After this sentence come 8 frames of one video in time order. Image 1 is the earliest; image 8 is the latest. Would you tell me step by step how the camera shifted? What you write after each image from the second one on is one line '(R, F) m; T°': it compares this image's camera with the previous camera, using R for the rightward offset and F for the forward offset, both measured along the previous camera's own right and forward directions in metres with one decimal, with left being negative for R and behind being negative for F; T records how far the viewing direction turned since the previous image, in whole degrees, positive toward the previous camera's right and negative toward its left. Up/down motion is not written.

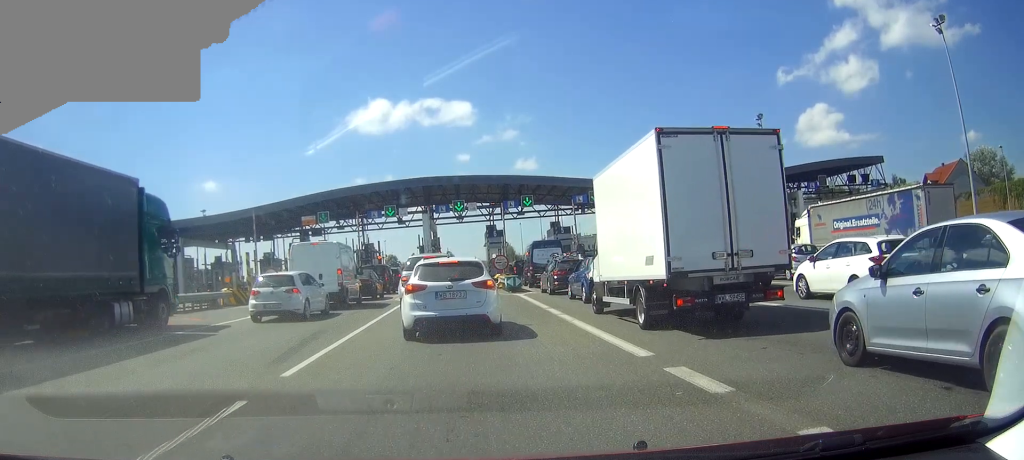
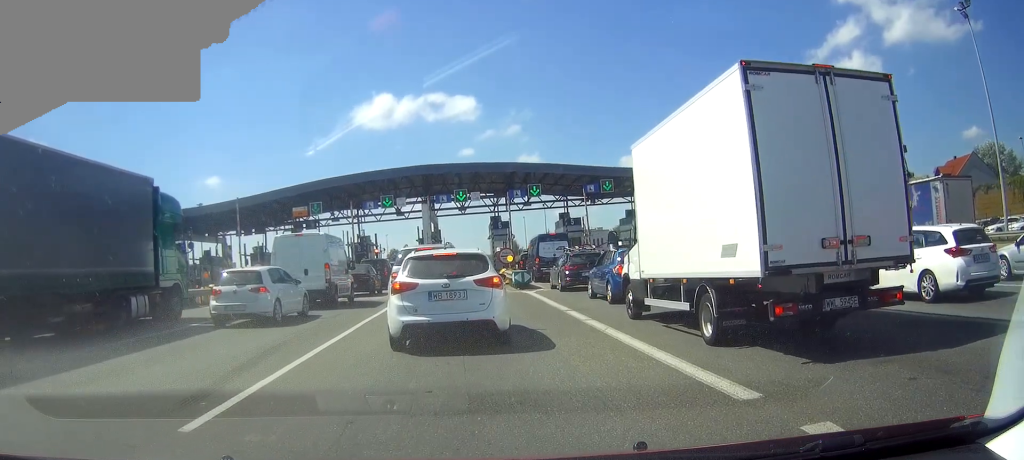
(-0.1, +3.3) m; -2°
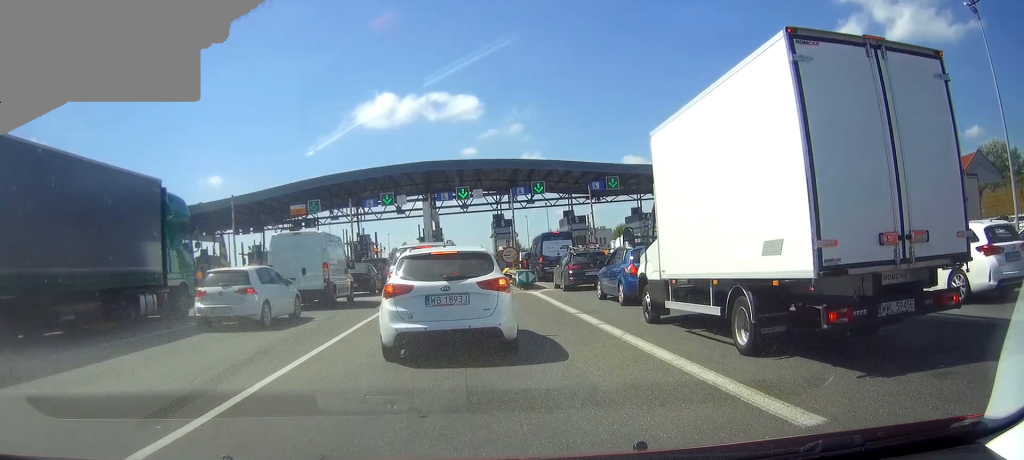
(0.0, +1.0) m; 0°
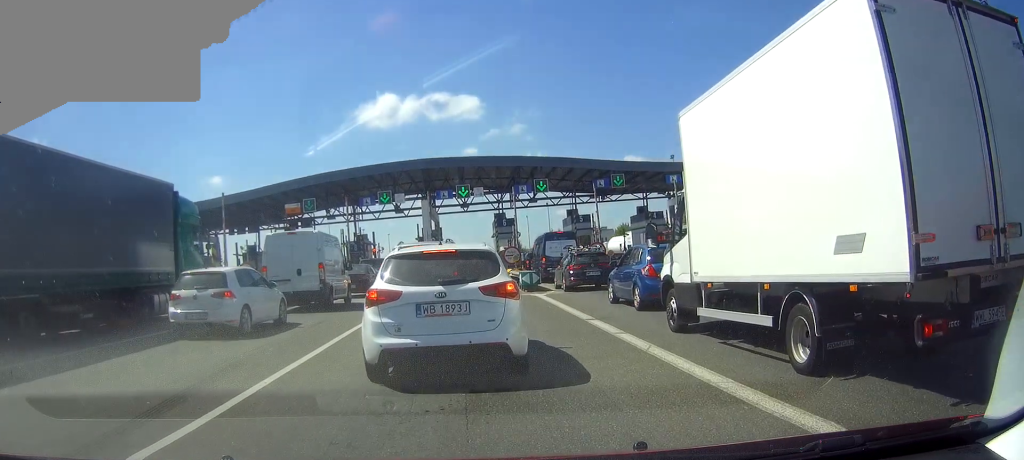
(0.0, +1.3) m; 0°
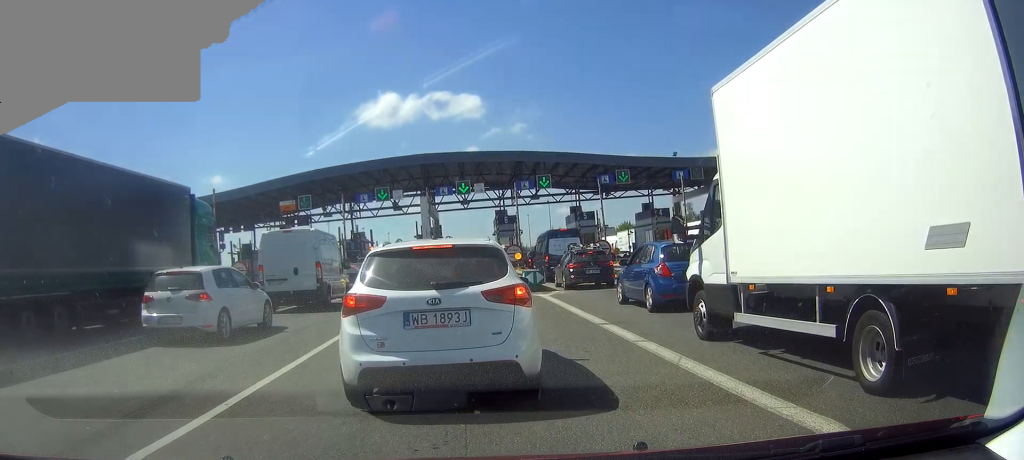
(0.0, +1.1) m; 0°
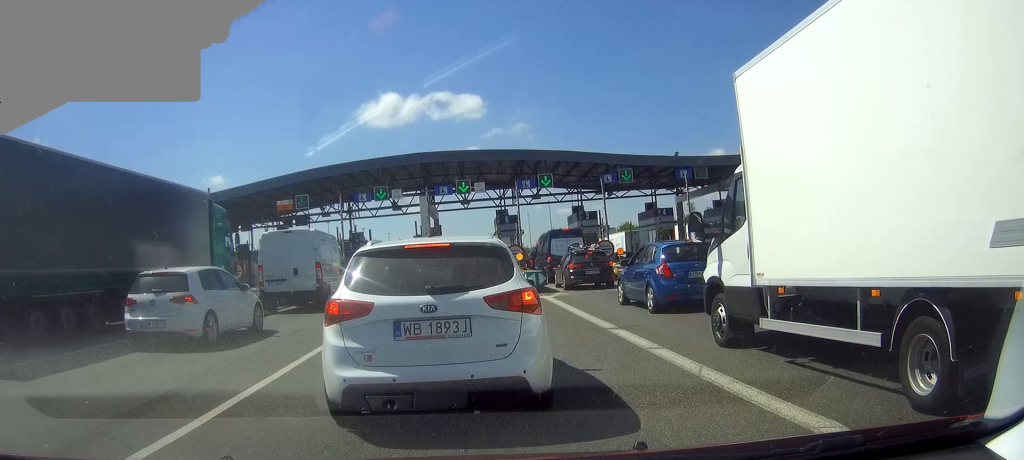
(+0.1, +0.4) m; 0°
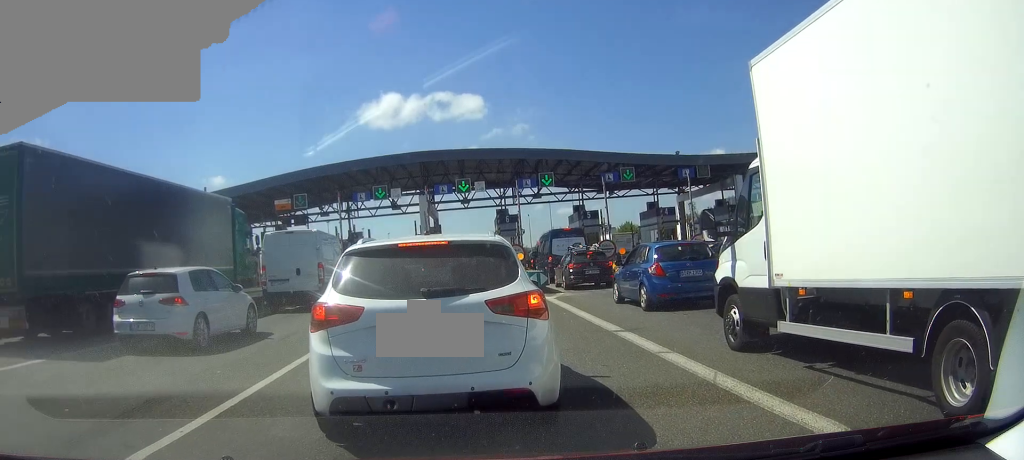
(0.0, +0.3) m; 0°
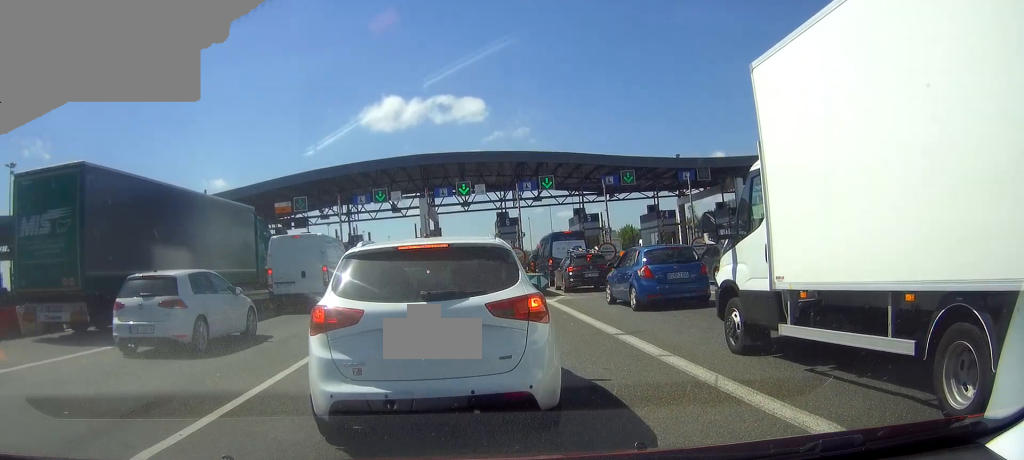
(-0.1, +0.1) m; 0°
